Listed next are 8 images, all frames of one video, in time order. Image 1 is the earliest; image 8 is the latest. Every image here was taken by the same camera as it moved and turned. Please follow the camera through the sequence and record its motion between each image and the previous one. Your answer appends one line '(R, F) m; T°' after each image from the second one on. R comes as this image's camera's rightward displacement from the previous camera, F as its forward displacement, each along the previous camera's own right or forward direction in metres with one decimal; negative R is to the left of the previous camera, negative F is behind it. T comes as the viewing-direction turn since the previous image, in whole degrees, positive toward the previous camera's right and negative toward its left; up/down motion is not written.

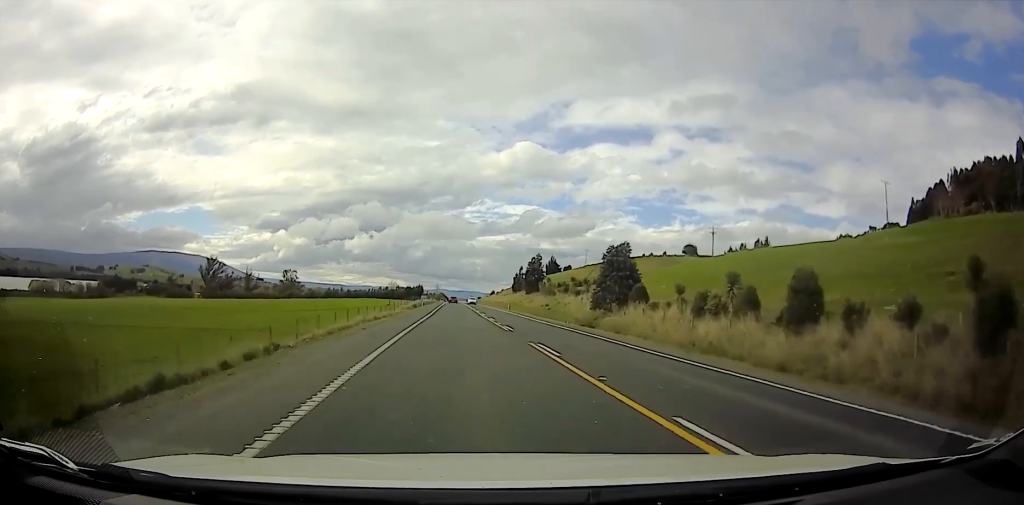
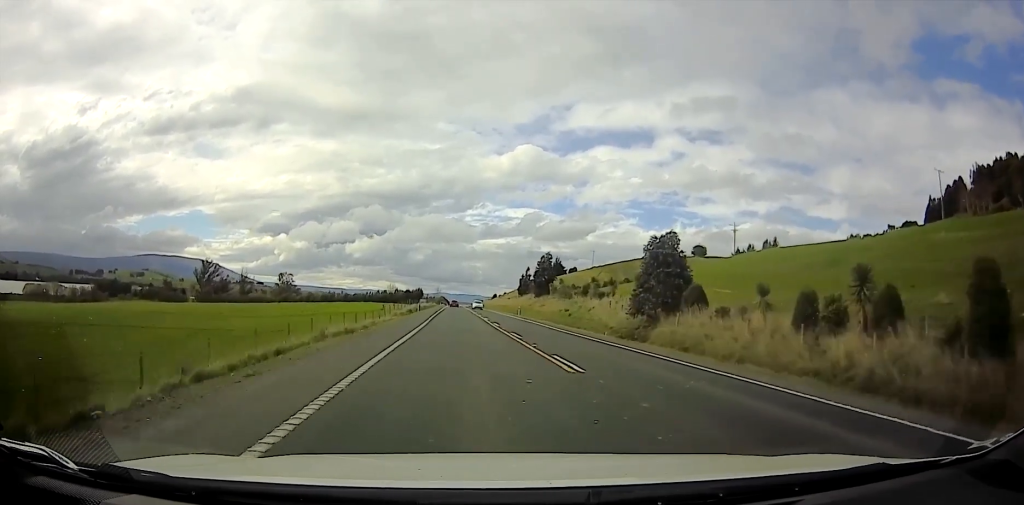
(0.0, +15.4) m; 0°
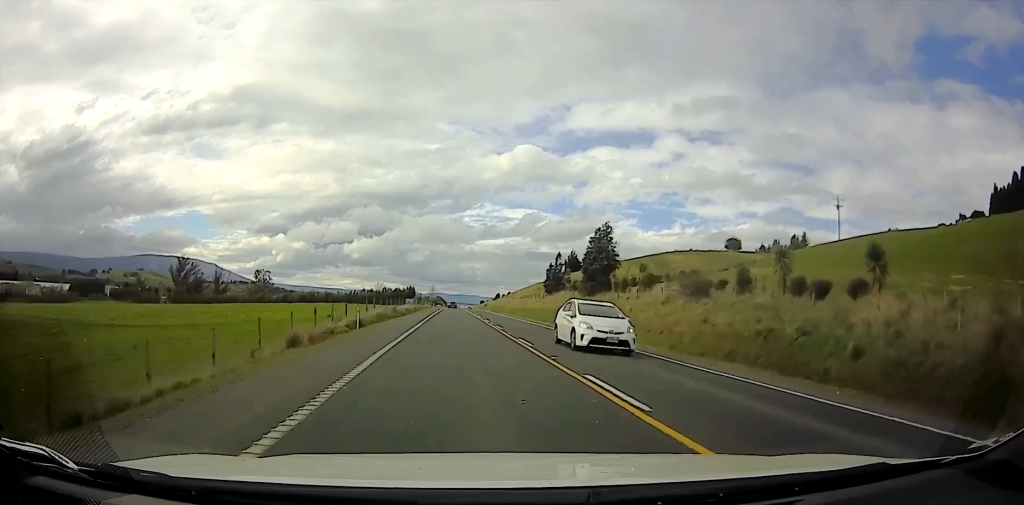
(-0.4, +57.0) m; -1°
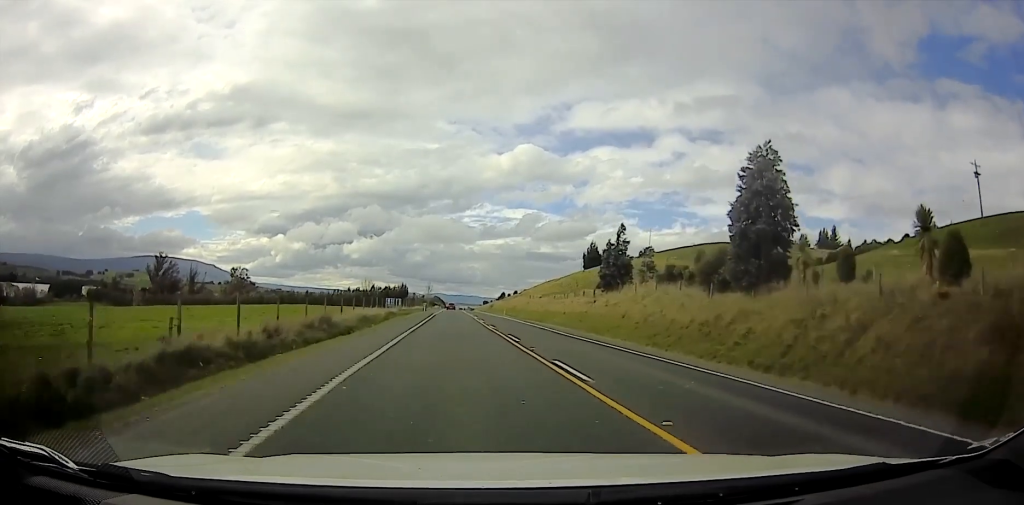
(0.0, +43.5) m; 0°
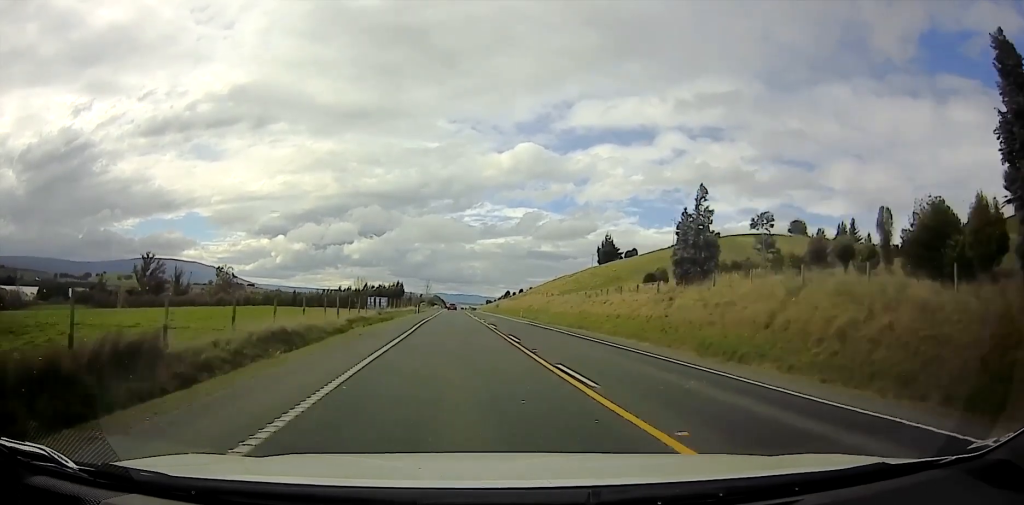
(0.0, +21.8) m; 0°
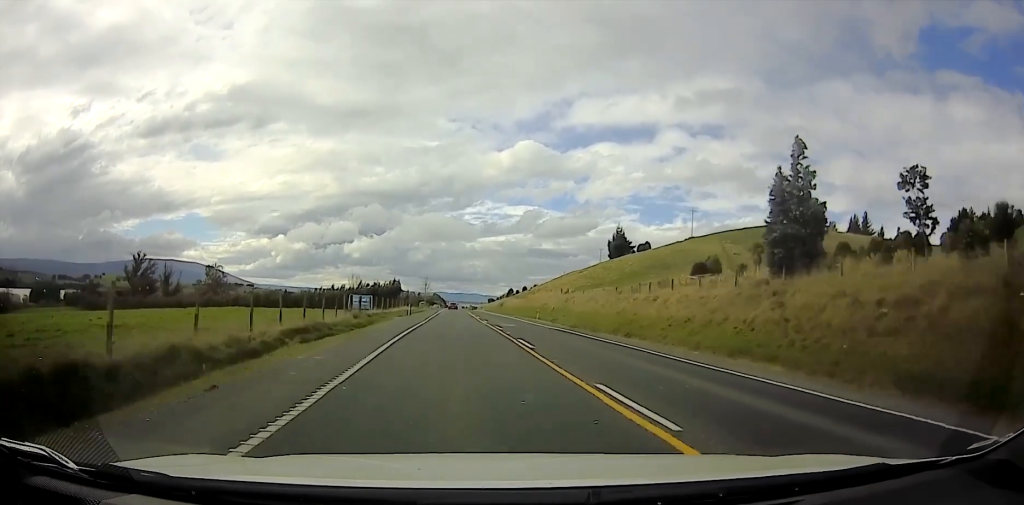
(0.0, +13.6) m; 0°
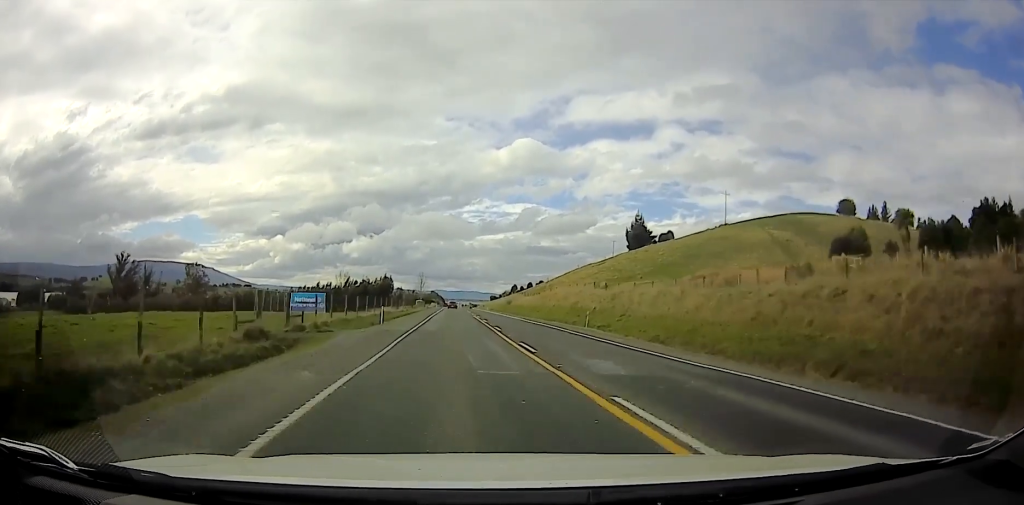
(0.0, +20.3) m; 0°
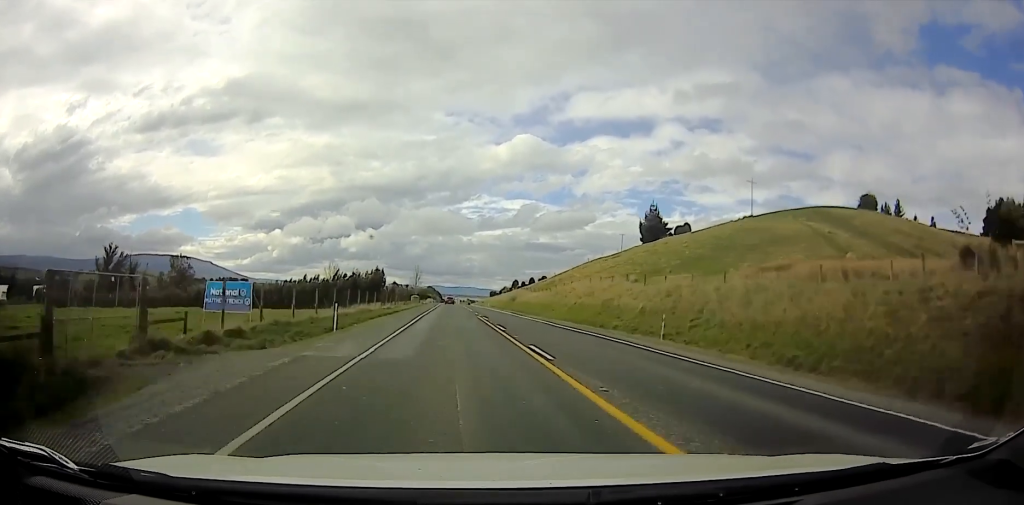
(0.0, +12.7) m; 0°
